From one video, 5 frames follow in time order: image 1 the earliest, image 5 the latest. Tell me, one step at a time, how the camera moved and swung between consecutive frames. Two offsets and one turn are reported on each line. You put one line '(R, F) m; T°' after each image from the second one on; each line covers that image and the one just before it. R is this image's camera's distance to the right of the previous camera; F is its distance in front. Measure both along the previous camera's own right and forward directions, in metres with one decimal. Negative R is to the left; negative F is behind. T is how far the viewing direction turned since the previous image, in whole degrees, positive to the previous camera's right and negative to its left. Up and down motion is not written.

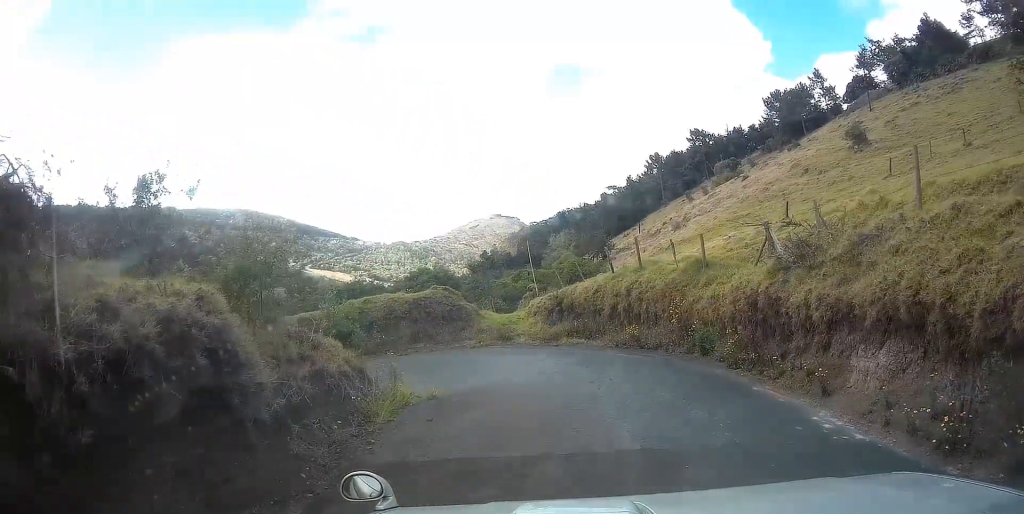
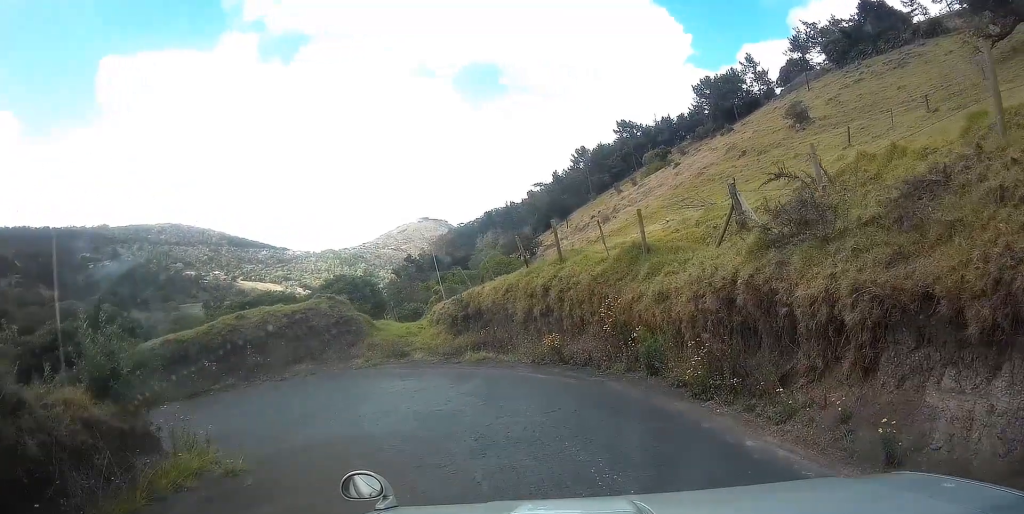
(+0.3, +3.8) m; +3°
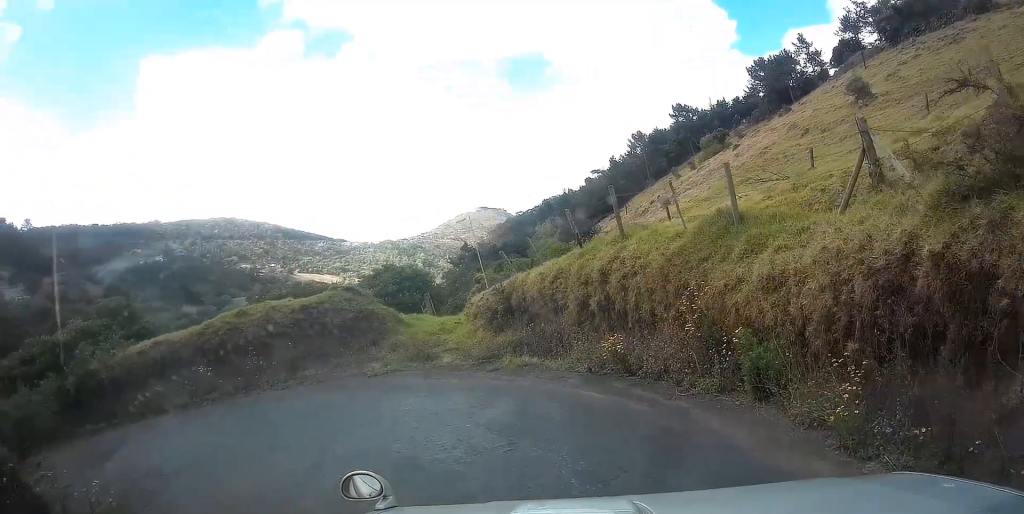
(-0.3, +3.4) m; -16°
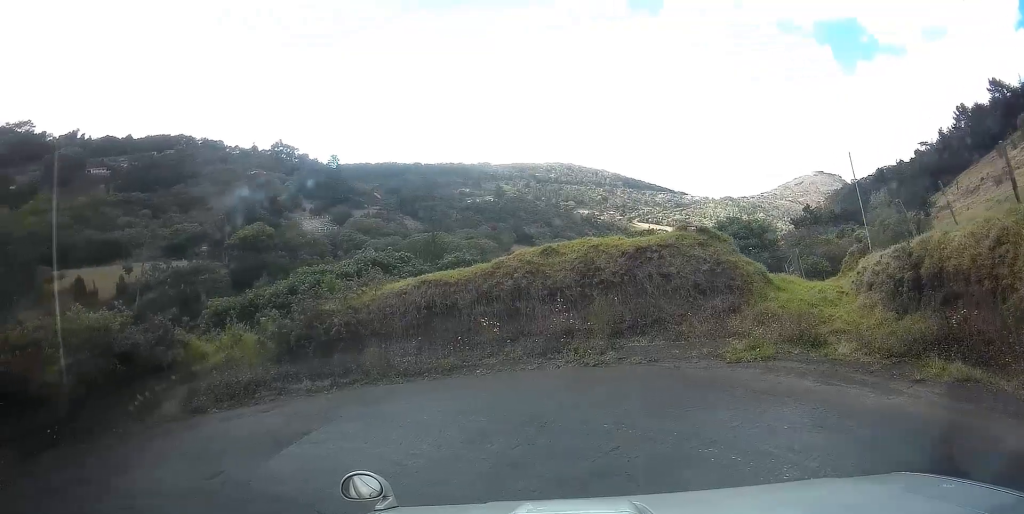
(-1.1, +4.5) m; -32°
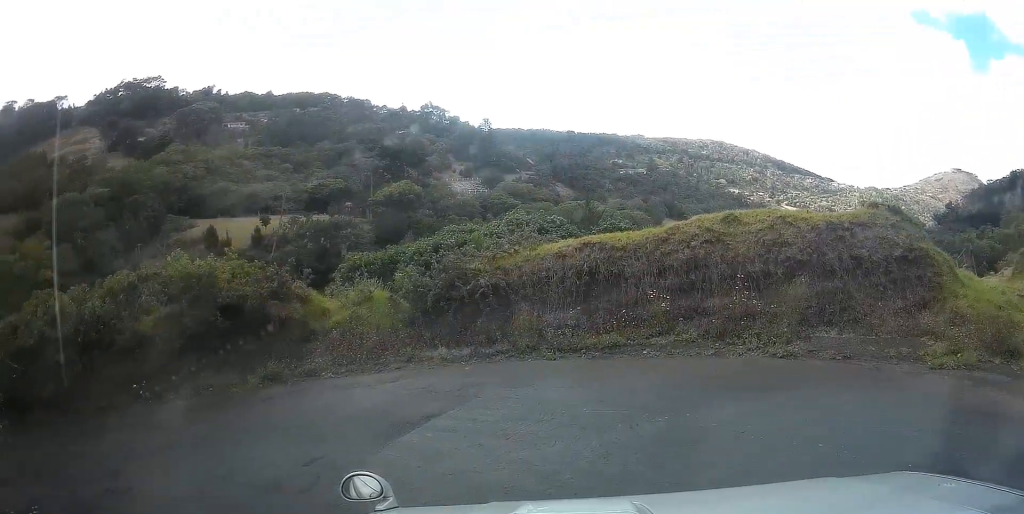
(-0.3, +1.5) m; -18°
